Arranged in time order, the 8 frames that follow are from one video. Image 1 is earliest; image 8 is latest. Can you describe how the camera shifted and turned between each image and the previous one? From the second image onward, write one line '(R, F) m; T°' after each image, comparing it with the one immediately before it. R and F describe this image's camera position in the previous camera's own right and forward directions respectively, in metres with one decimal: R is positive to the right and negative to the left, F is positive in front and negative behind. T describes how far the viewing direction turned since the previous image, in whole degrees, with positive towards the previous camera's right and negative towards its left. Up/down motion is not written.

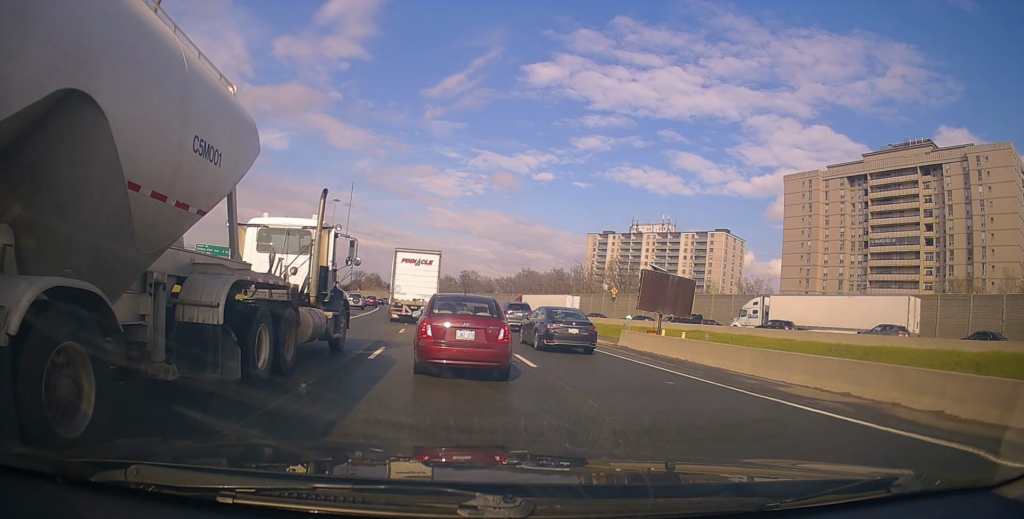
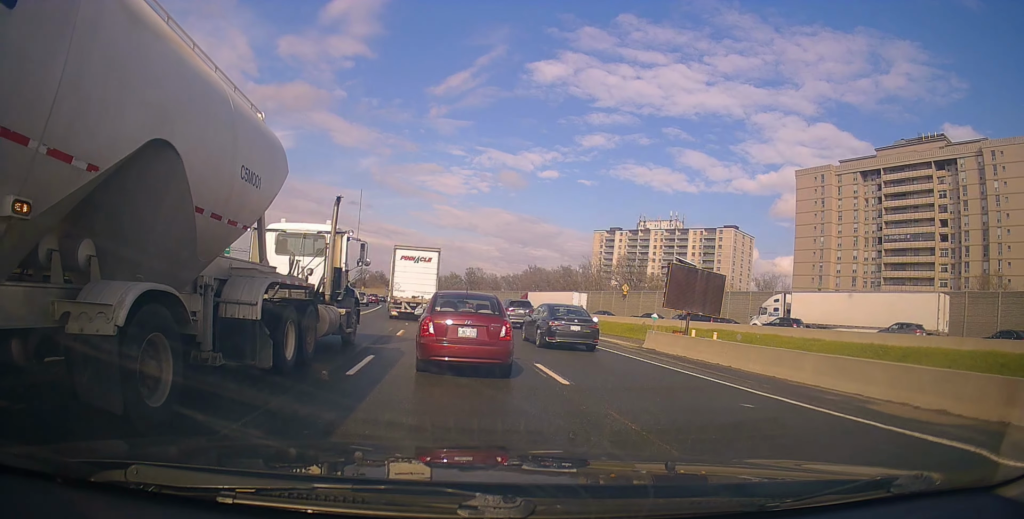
(-0.1, +3.0) m; 0°
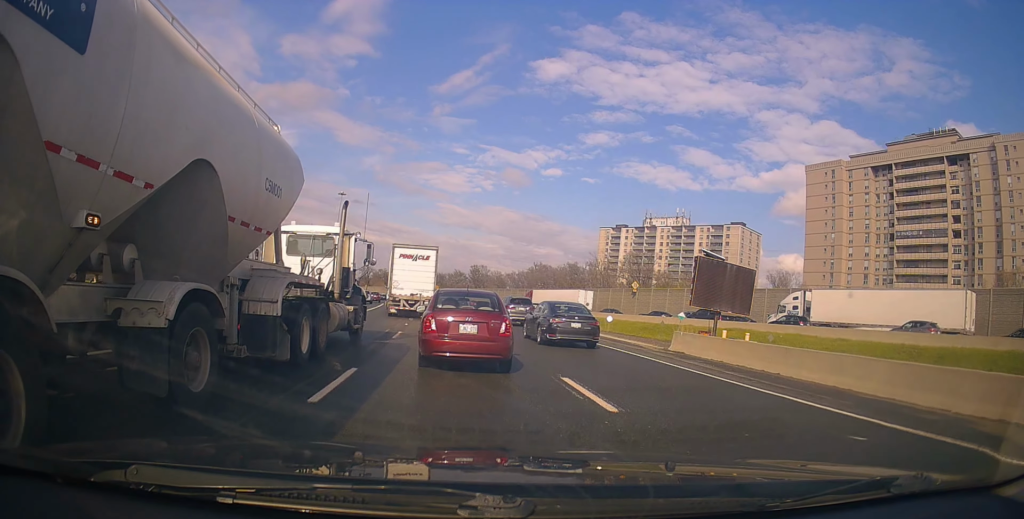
(+0.1, +2.7) m; -1°
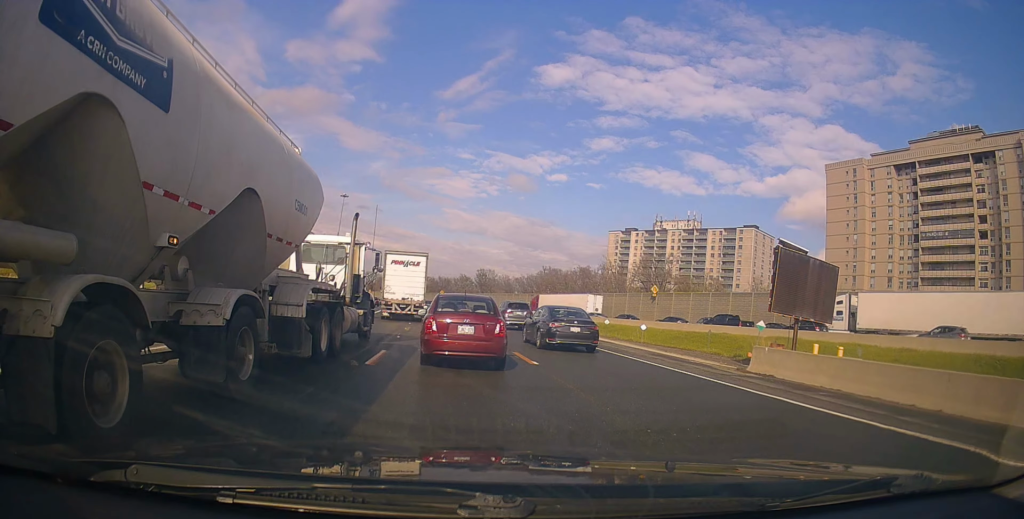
(-0.3, +6.2) m; -1°
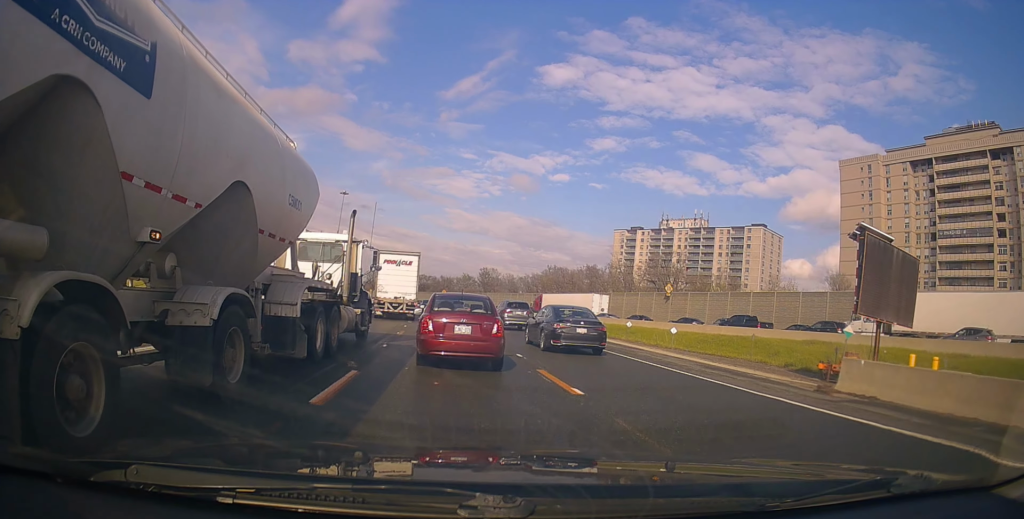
(+0.2, +4.3) m; -4°
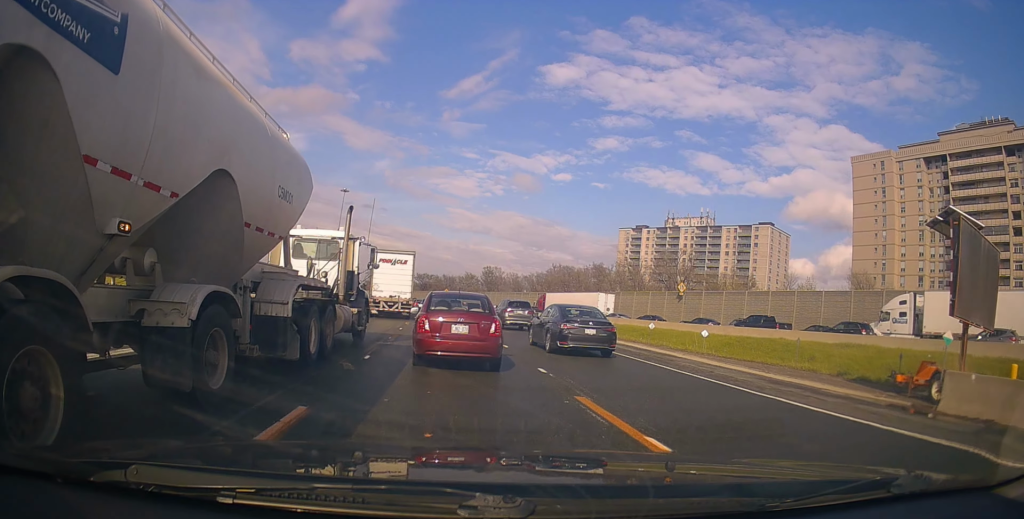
(-0.2, +3.4) m; +1°
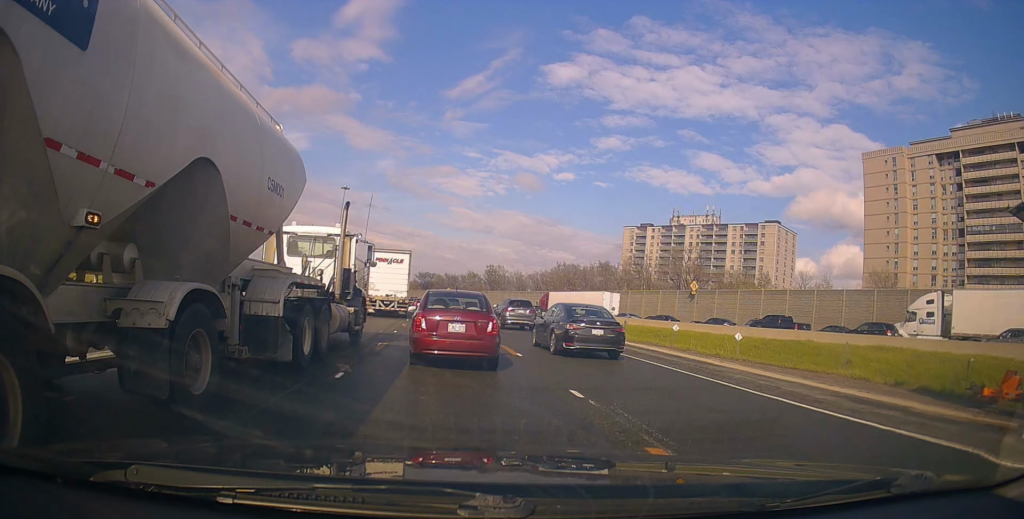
(-0.5, +2.9) m; +3°
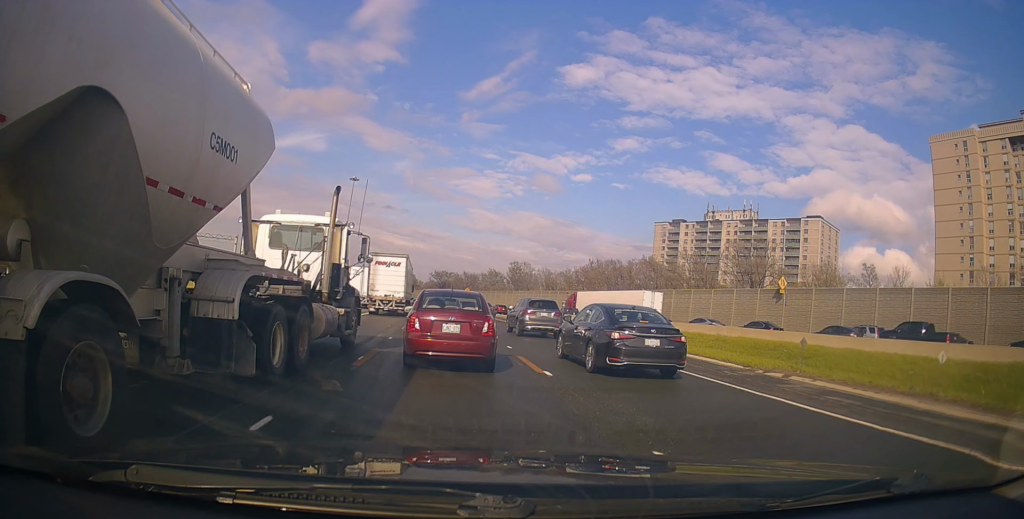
(+0.3, +15.6) m; -5°
